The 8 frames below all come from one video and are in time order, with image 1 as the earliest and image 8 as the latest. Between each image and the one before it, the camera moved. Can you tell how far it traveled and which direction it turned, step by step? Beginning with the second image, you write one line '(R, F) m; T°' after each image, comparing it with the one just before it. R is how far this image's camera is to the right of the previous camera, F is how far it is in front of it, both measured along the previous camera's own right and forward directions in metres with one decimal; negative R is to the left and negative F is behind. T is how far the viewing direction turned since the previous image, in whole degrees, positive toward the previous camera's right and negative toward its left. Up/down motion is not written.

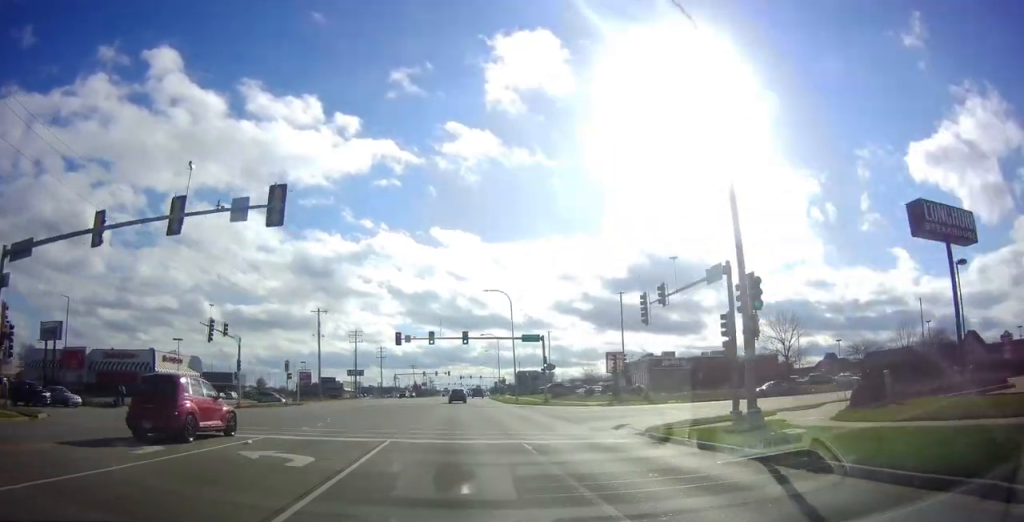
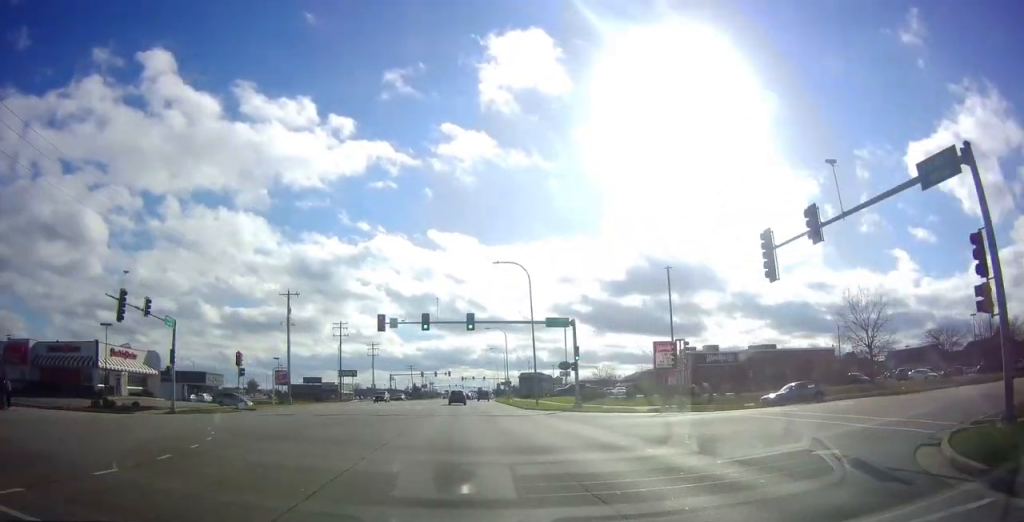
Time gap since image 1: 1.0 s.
(0.0, +15.0) m; 0°
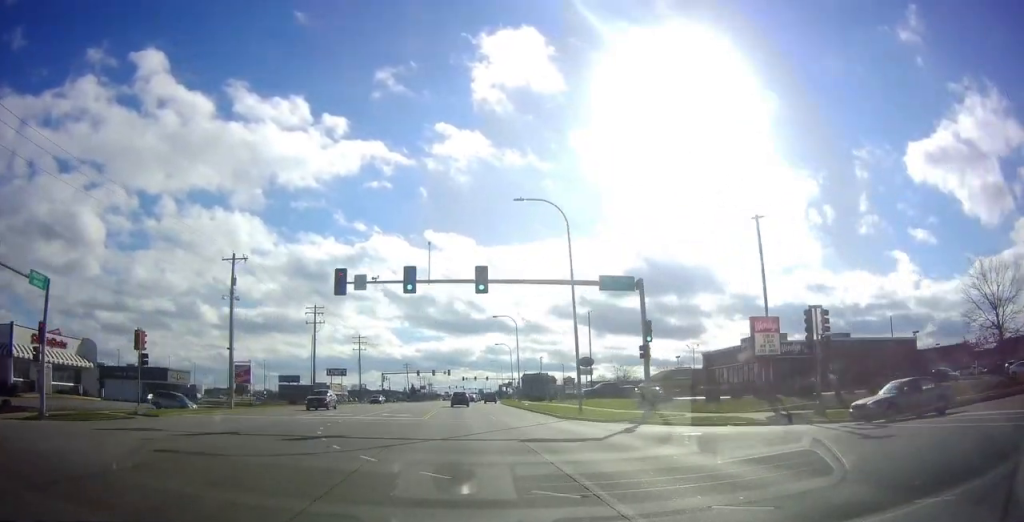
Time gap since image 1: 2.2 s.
(0.0, +17.1) m; 0°
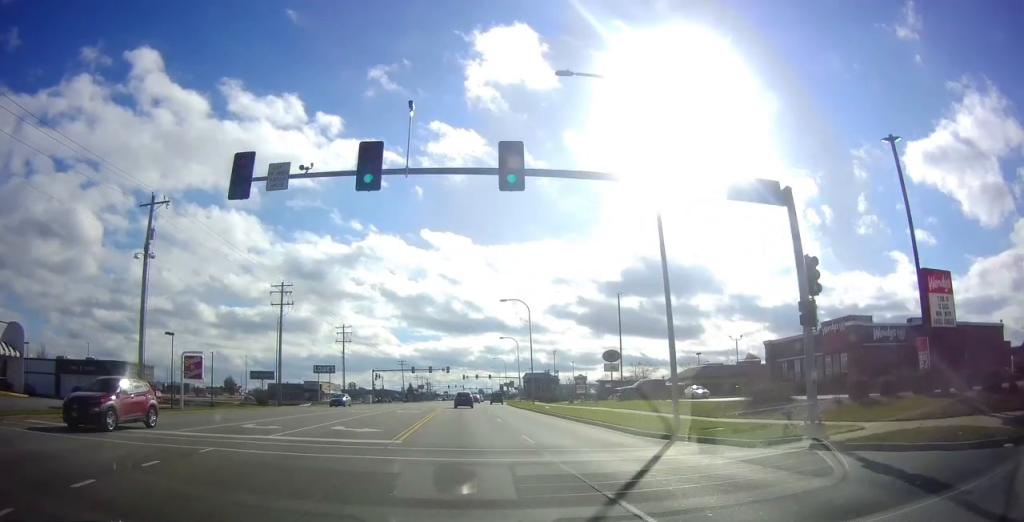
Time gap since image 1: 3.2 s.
(0.0, +14.2) m; -2°
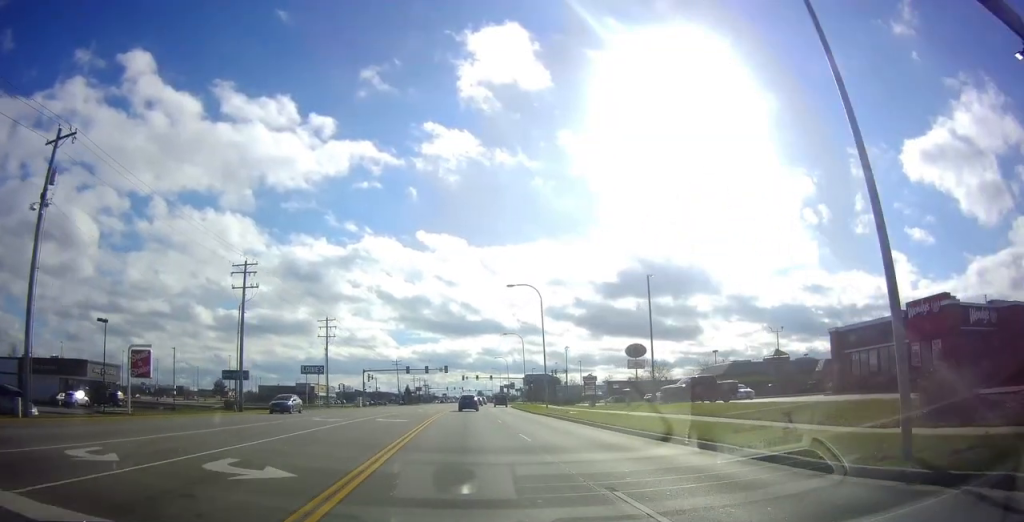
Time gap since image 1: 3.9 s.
(-0.3, +10.8) m; 0°
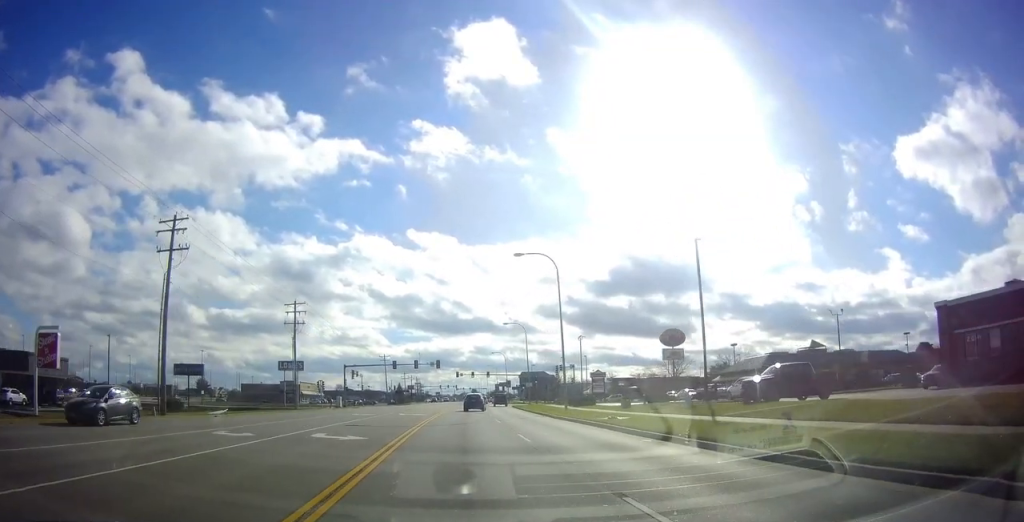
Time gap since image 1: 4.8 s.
(+0.1, +12.6) m; +1°
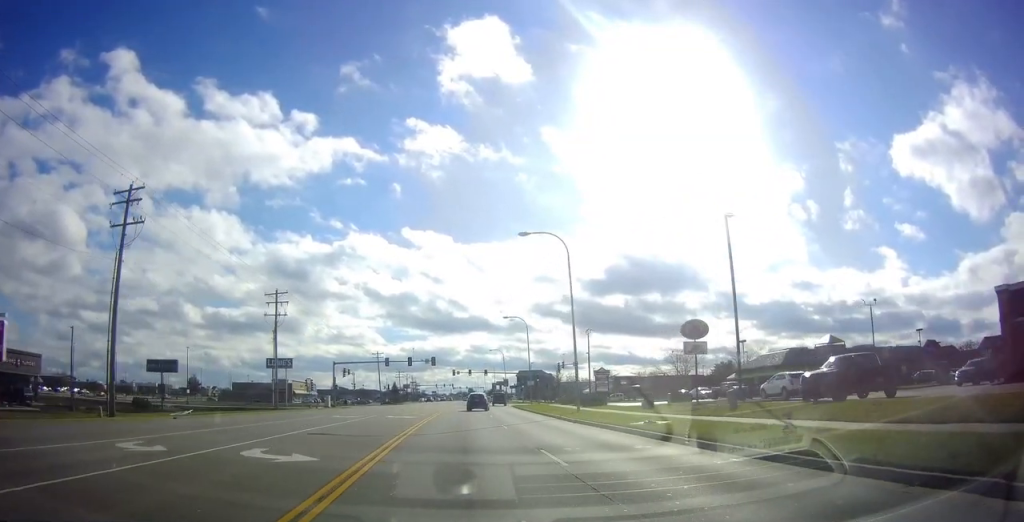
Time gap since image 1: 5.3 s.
(+0.1, +6.1) m; +1°
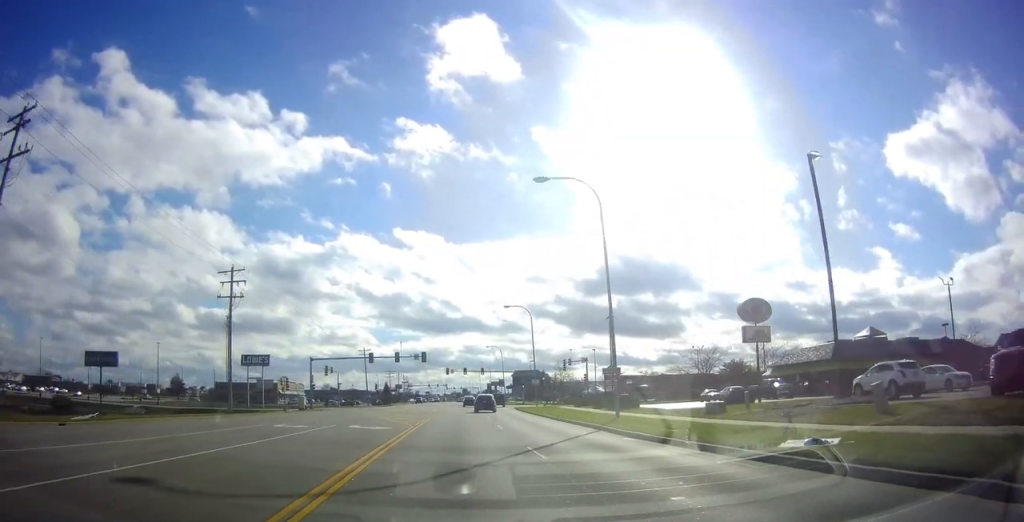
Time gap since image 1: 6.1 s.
(0.0, +11.2) m; 0°
